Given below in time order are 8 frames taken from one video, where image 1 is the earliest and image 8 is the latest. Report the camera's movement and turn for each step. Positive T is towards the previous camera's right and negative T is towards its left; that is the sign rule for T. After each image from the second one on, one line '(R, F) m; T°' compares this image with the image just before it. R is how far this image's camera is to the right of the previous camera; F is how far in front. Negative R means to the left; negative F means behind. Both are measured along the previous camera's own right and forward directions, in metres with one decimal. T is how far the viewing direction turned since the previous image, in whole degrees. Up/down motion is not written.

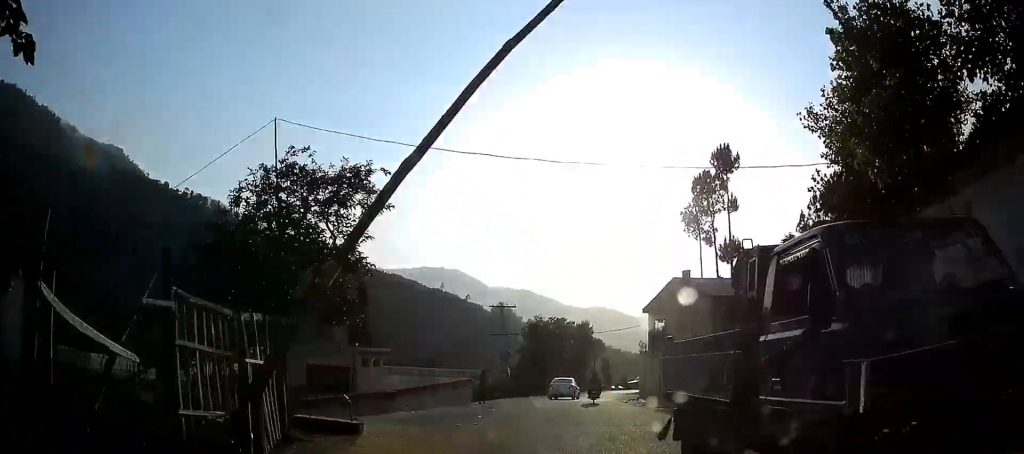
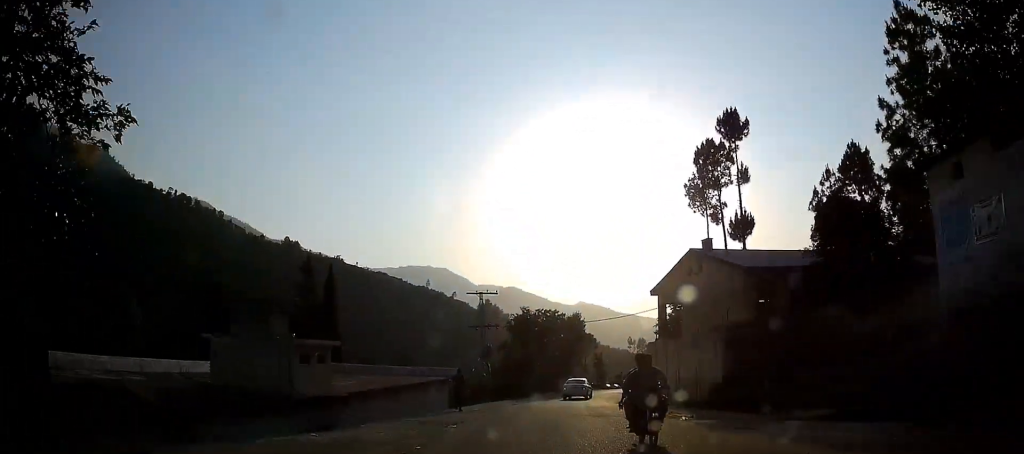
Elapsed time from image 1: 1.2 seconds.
(-0.4, +8.6) m; +1°
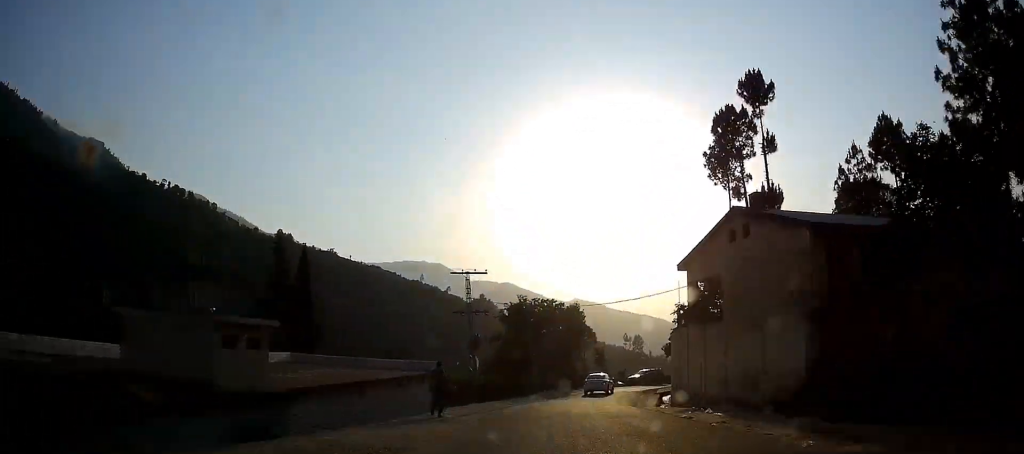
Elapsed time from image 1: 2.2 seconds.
(+0.3, +7.1) m; +1°
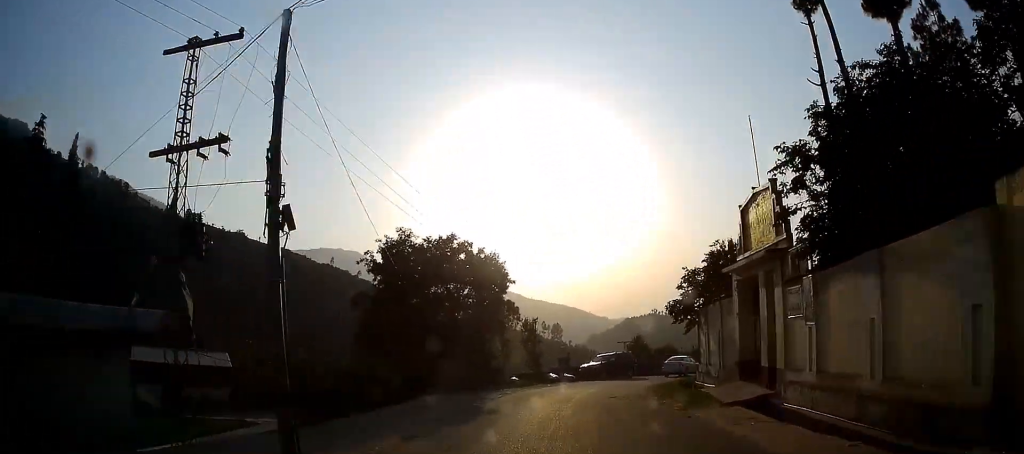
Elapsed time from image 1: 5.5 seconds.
(+0.9, +24.6) m; +7°
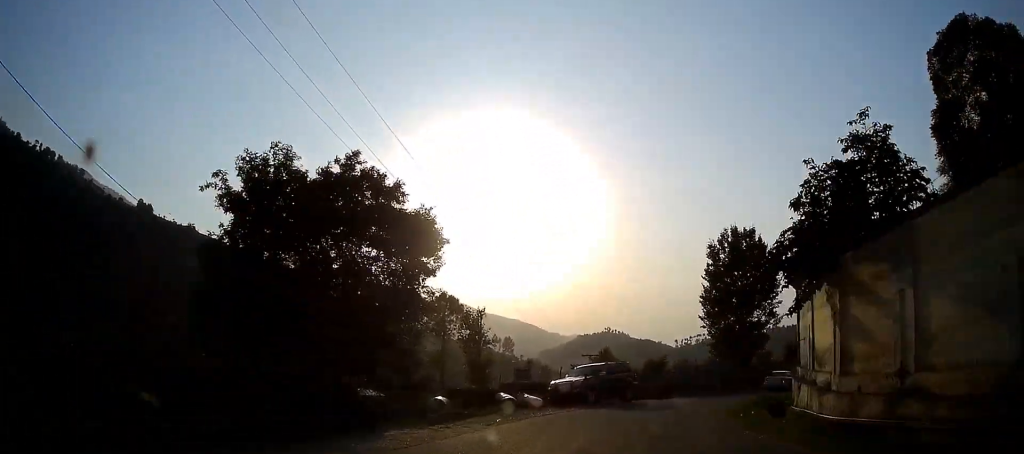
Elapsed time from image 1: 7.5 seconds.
(+1.3, +15.0) m; +8°
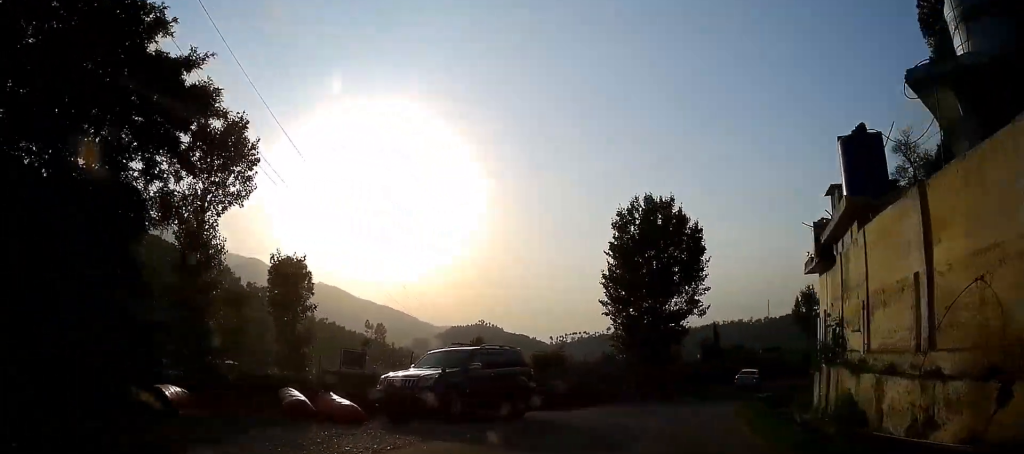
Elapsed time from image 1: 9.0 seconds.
(+0.5, +12.0) m; +8°
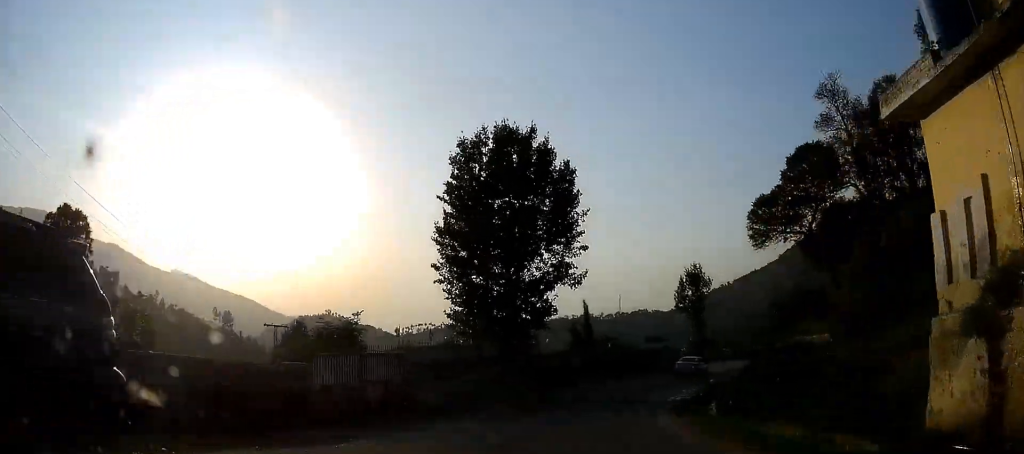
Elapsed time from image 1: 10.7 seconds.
(+1.5, +13.4) m; +14°
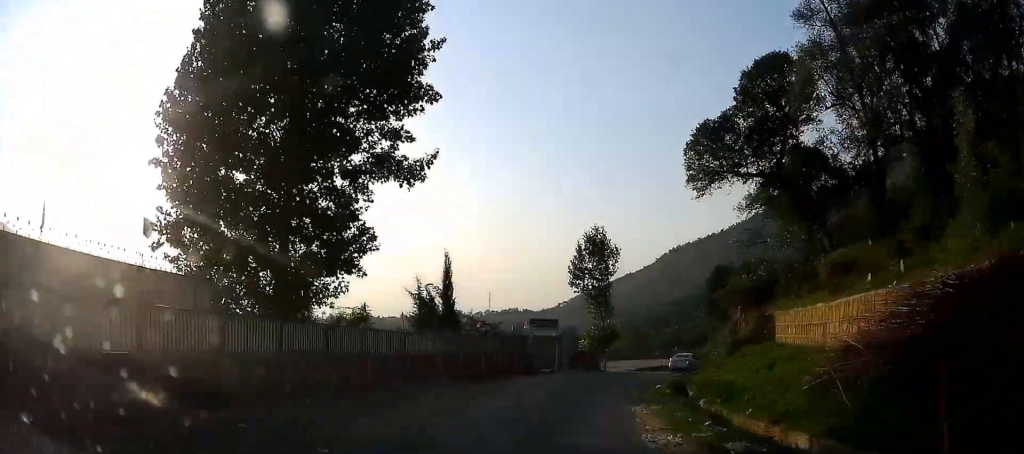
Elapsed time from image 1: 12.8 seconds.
(+2.5, +16.1) m; +14°
